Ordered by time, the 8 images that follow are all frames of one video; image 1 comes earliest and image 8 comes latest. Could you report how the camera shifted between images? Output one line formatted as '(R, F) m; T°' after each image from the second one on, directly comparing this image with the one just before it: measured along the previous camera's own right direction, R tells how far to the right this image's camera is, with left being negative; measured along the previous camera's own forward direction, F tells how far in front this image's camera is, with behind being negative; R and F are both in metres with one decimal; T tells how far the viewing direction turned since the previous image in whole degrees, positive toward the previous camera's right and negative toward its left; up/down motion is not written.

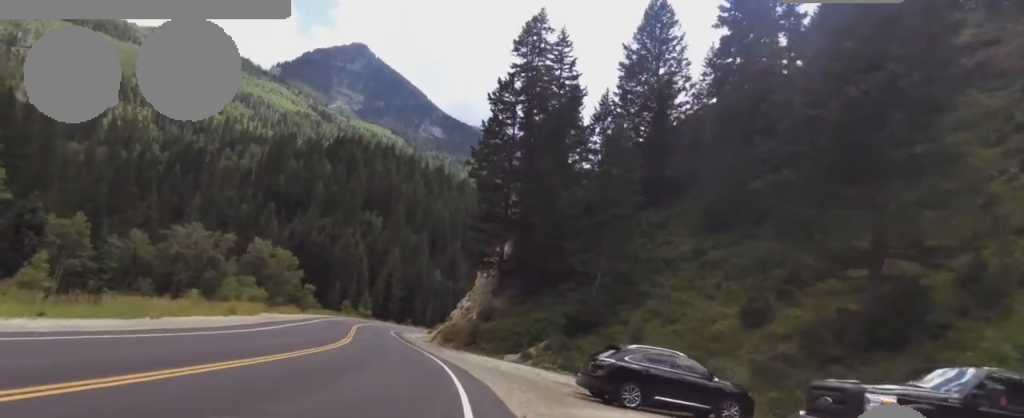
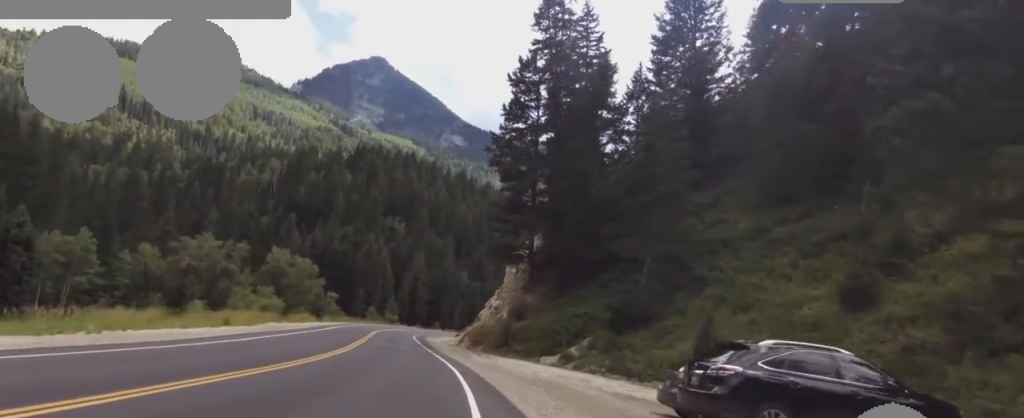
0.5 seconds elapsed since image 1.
(-0.4, +6.7) m; -2°
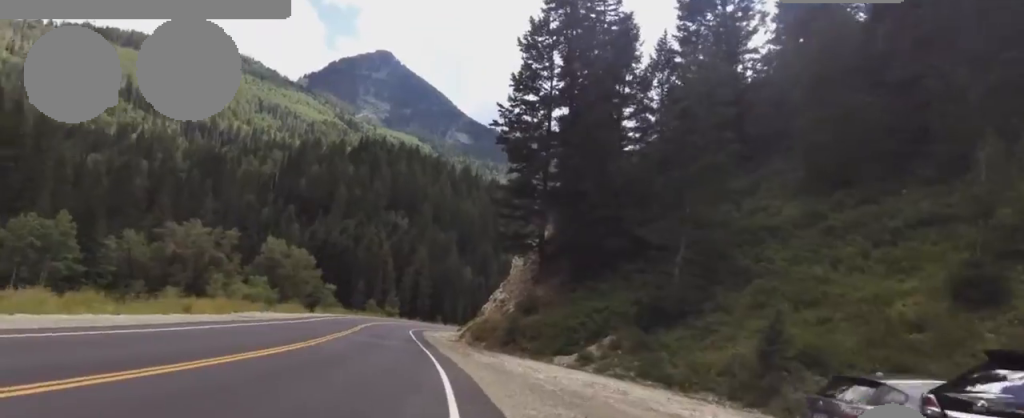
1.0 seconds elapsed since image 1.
(-0.3, +6.3) m; -2°
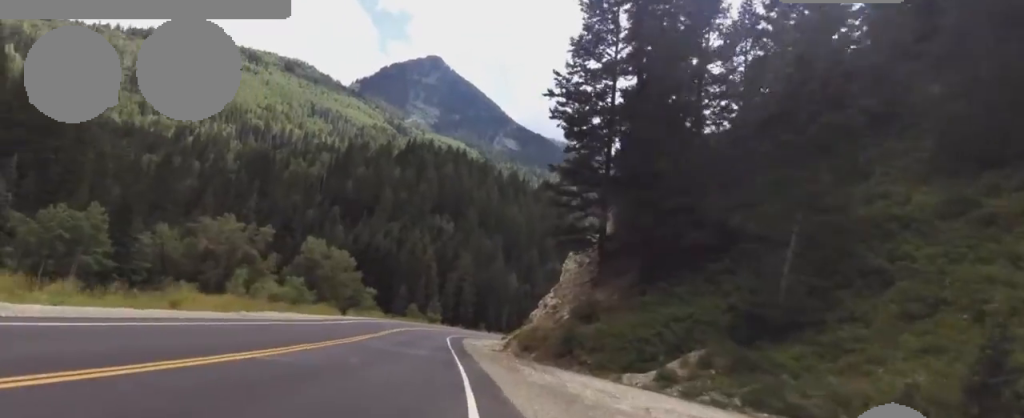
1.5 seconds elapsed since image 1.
(-0.1, +7.3) m; -3°
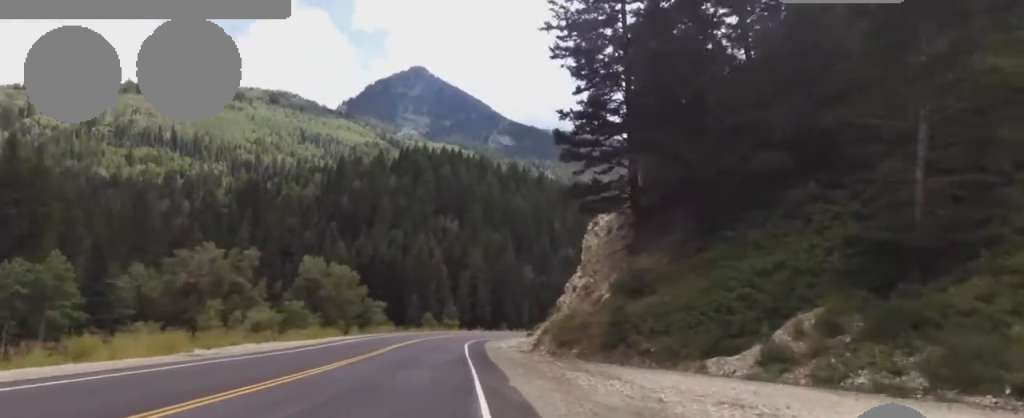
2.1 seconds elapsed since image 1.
(+0.3, +8.2) m; -4°
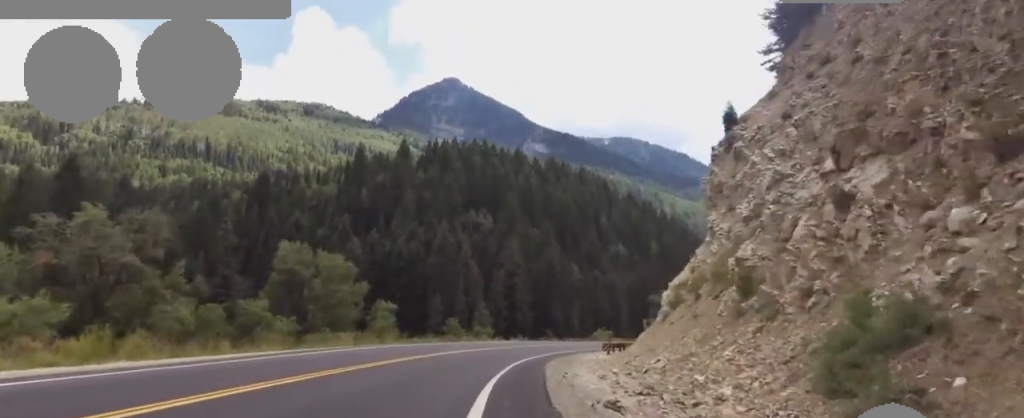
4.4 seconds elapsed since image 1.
(-1.8, +31.3) m; +1°
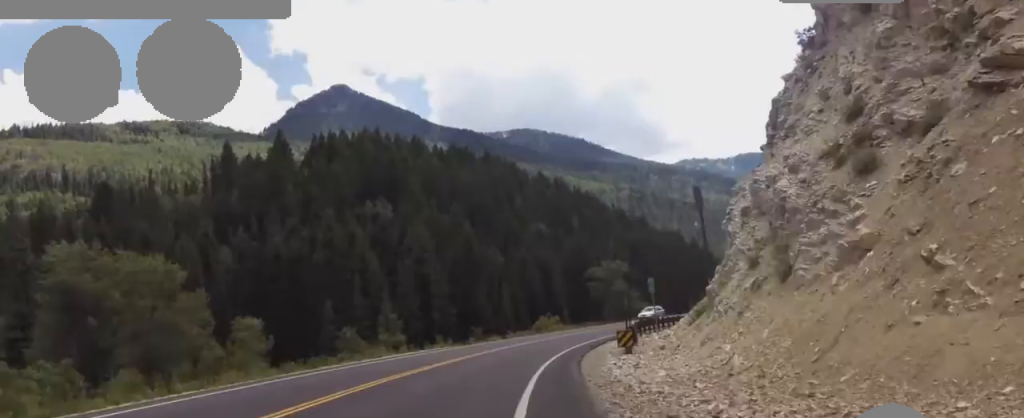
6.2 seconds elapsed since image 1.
(-0.5, +24.4) m; +3°
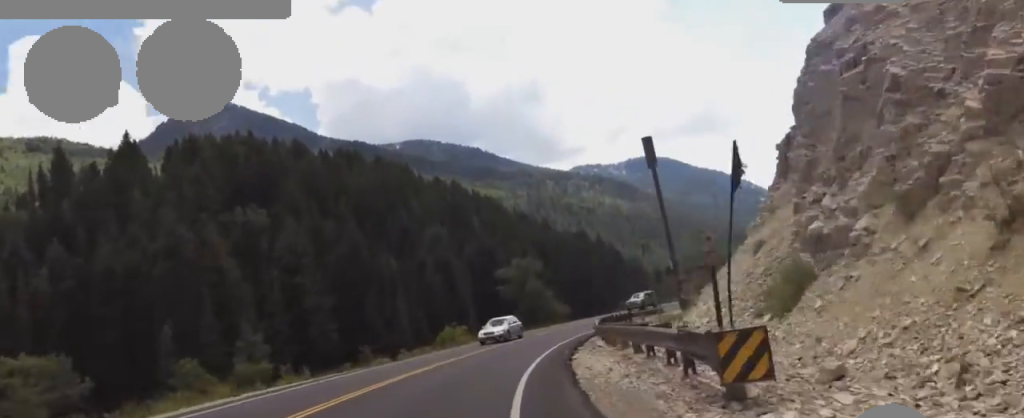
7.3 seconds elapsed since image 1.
(+2.5, +14.5) m; +15°
